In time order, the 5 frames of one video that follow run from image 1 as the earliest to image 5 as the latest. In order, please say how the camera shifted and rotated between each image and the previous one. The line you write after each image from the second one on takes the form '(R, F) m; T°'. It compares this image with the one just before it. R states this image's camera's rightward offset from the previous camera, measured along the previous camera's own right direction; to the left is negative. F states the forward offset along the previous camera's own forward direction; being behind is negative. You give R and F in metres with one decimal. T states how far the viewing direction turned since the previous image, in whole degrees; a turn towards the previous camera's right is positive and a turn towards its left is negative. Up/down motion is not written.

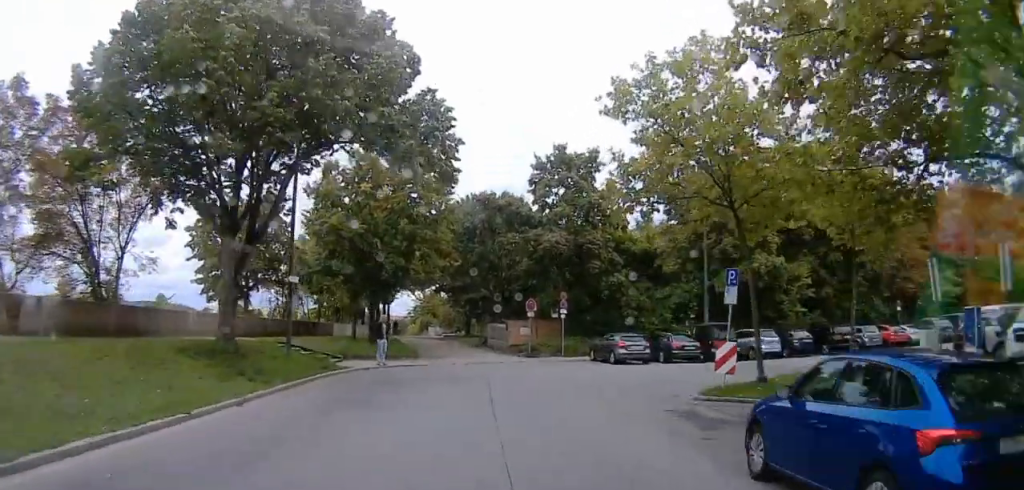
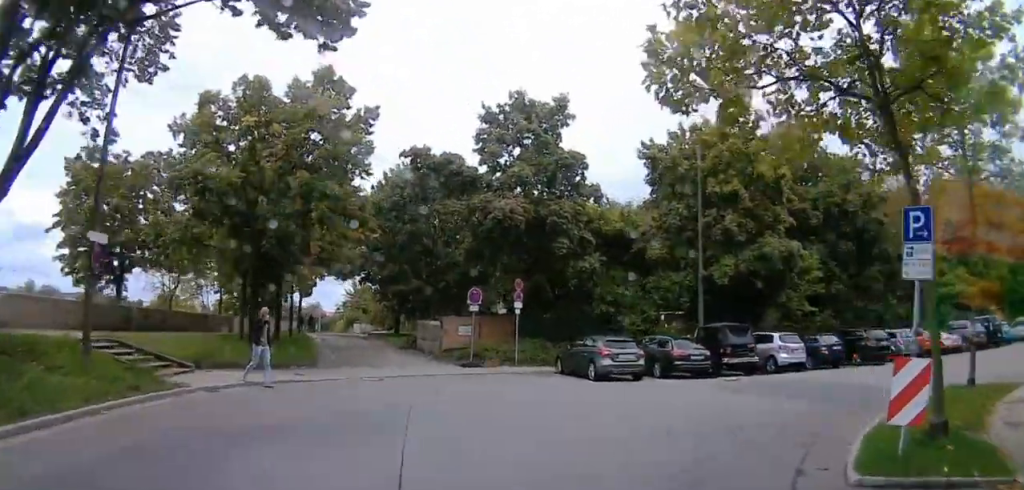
(0.0, +9.9) m; 0°
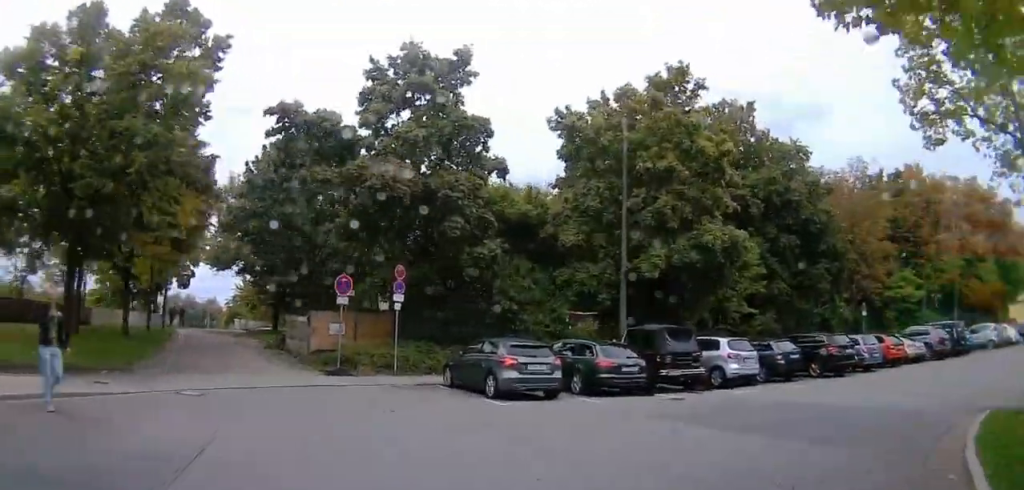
(0.0, +5.9) m; +7°
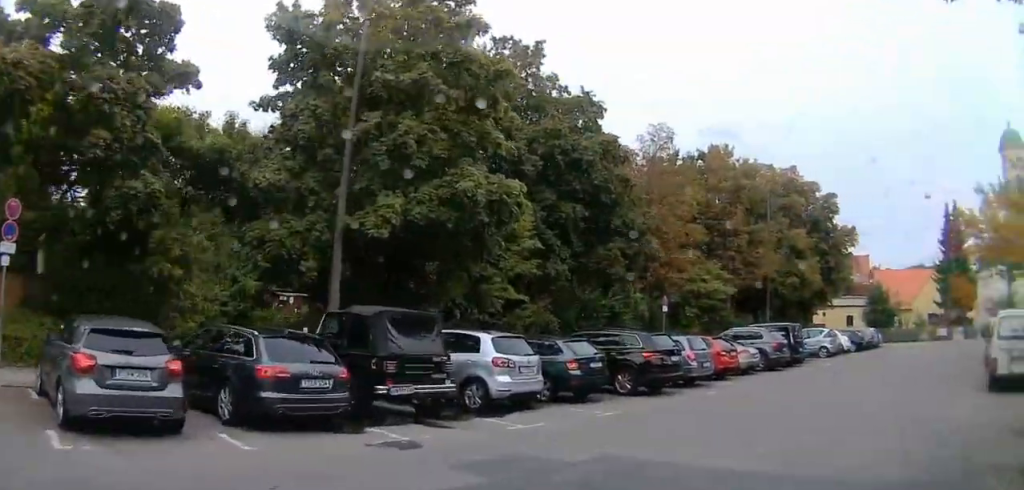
(+1.8, +8.3) m; +32°
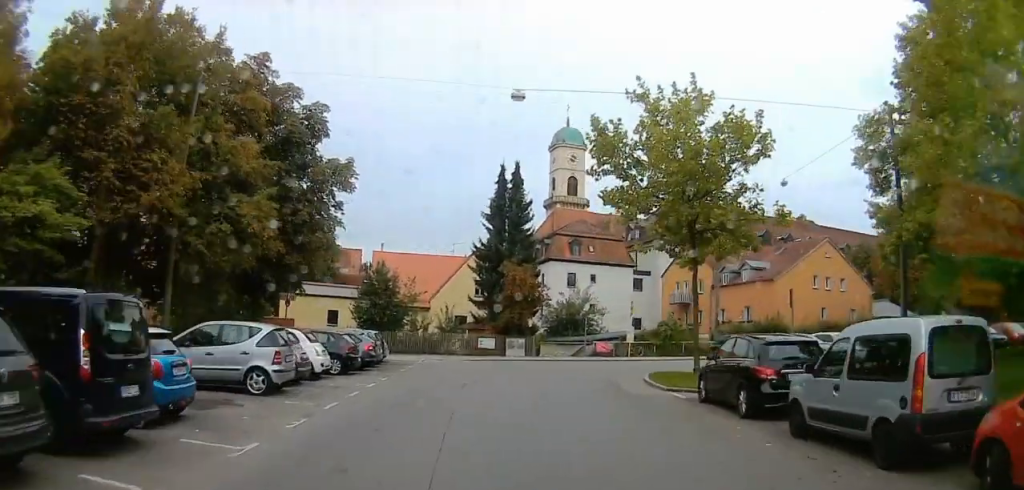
(+4.8, +21.0) m; +45°
